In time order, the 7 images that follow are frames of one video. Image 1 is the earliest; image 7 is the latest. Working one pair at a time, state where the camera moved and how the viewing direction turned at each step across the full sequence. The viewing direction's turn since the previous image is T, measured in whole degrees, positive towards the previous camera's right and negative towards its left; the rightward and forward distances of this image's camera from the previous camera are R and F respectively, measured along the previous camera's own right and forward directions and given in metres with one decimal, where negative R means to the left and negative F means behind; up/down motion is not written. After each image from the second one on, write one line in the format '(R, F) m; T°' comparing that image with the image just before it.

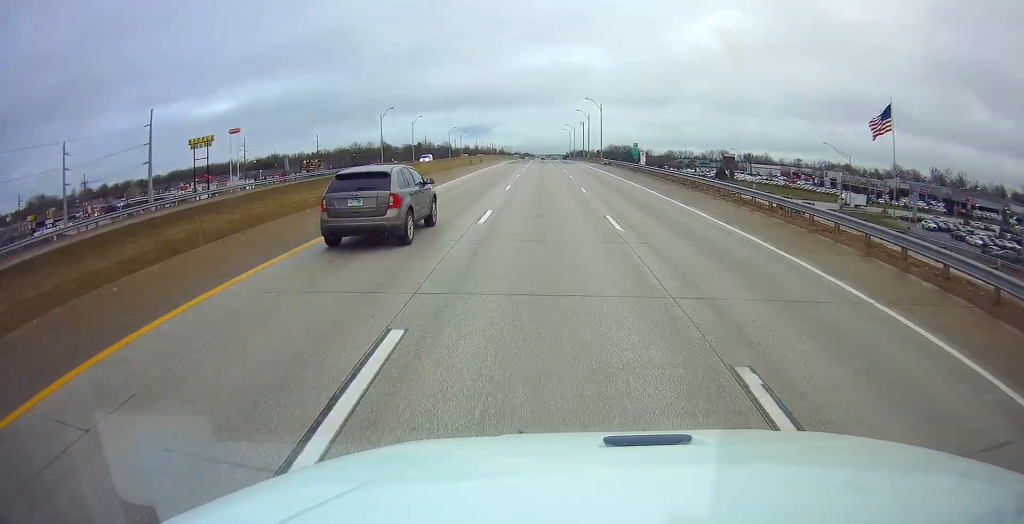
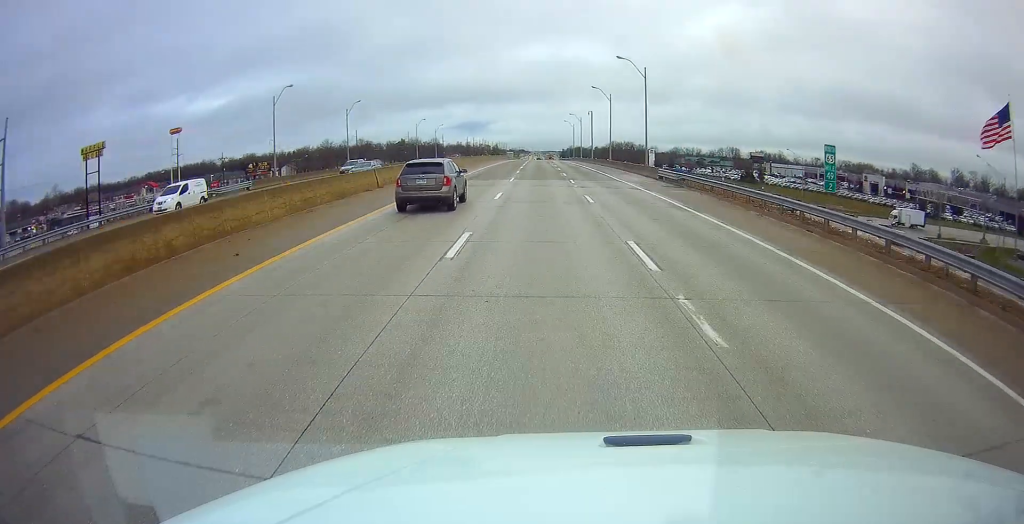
(0.0, +41.1) m; 0°
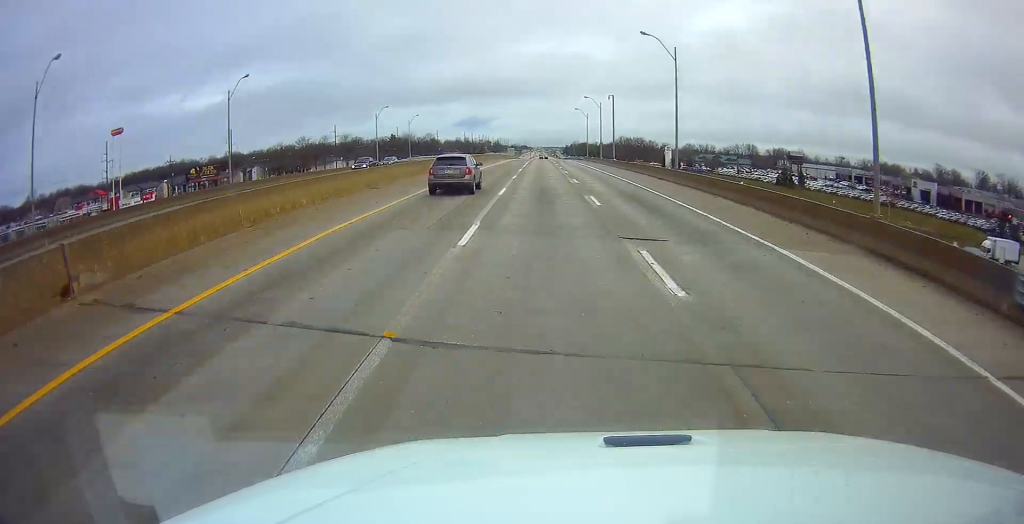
(0.0, +35.2) m; 0°
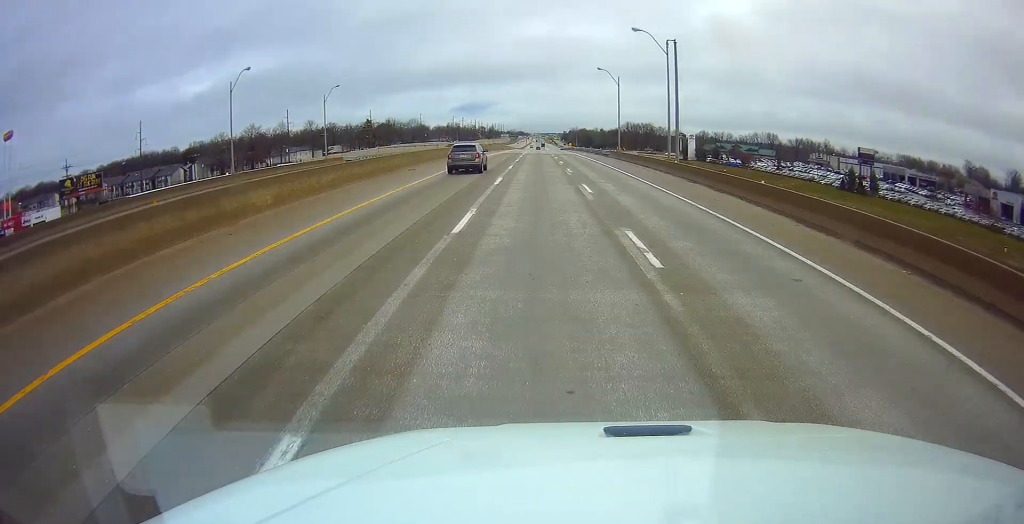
(+0.1, +48.6) m; 0°
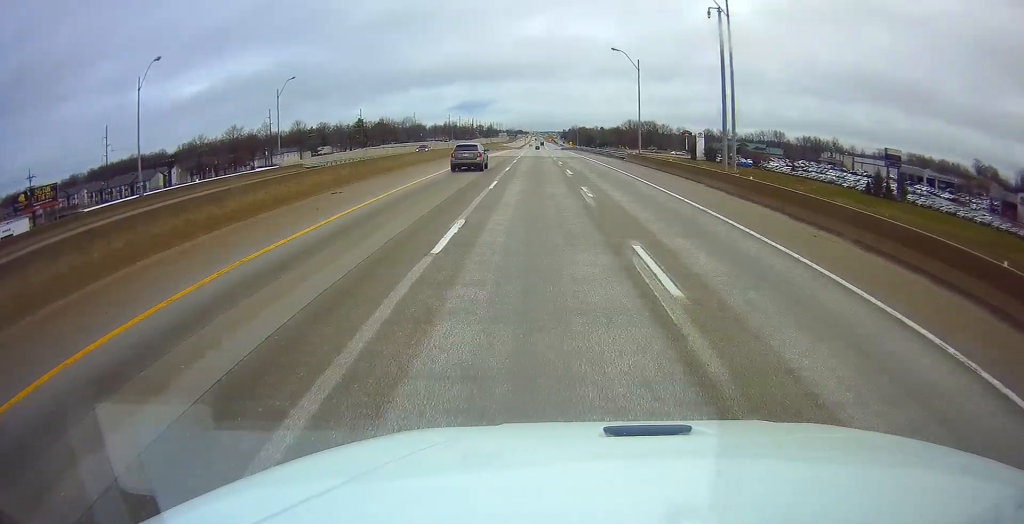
(0.0, +14.2) m; 0°
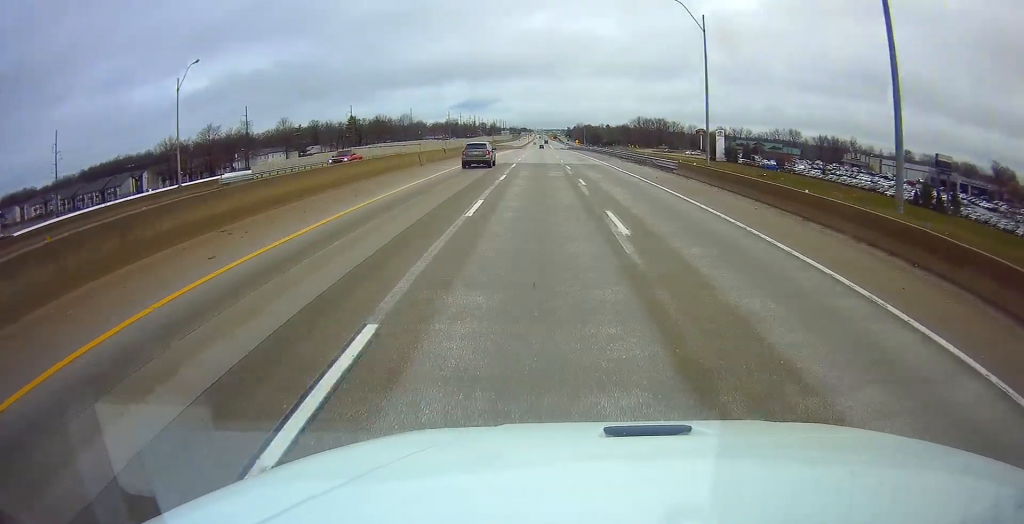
(0.0, +20.3) m; 0°
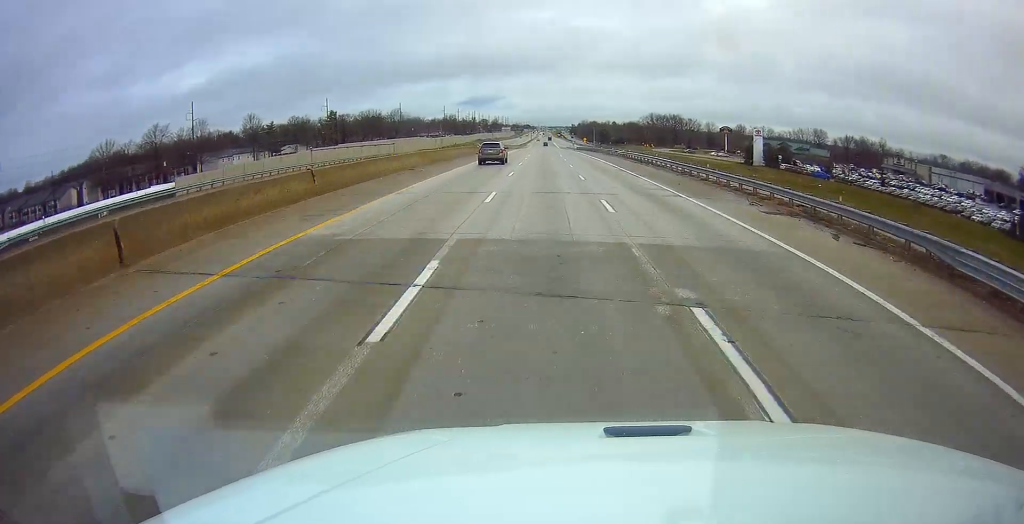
(0.0, +33.7) m; 0°
